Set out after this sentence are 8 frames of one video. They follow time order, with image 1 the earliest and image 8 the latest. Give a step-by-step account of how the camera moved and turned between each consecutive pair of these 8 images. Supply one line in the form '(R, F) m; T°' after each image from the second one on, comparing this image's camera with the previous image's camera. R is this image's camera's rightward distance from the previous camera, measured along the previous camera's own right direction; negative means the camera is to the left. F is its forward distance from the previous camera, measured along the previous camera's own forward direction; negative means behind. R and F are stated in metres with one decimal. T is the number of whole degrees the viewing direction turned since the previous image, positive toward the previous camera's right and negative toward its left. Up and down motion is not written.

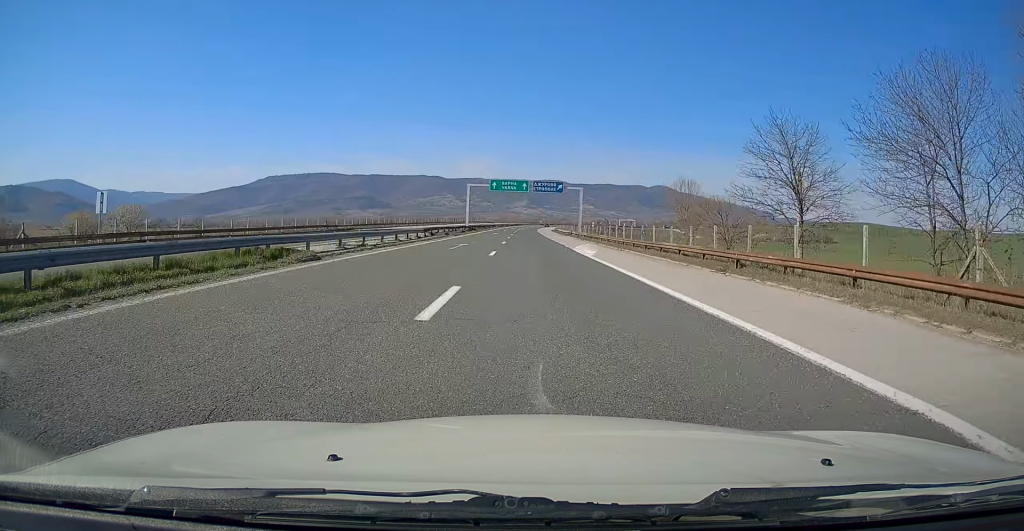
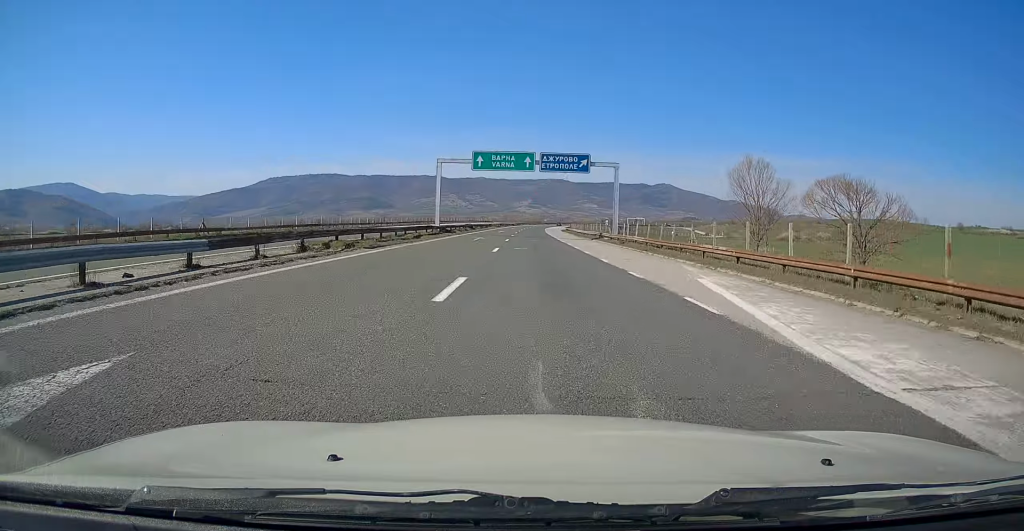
(-0.2, +30.7) m; 0°
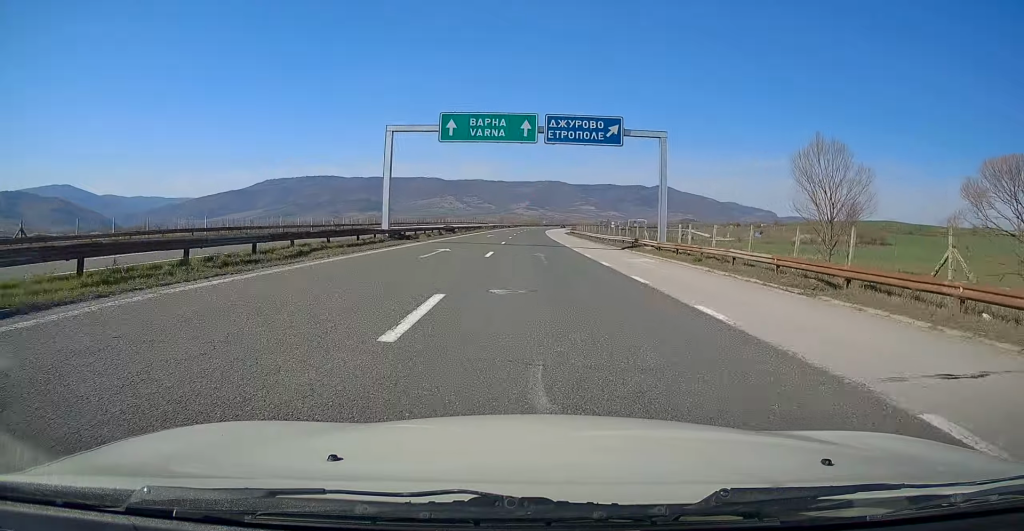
(0.0, +19.1) m; 0°
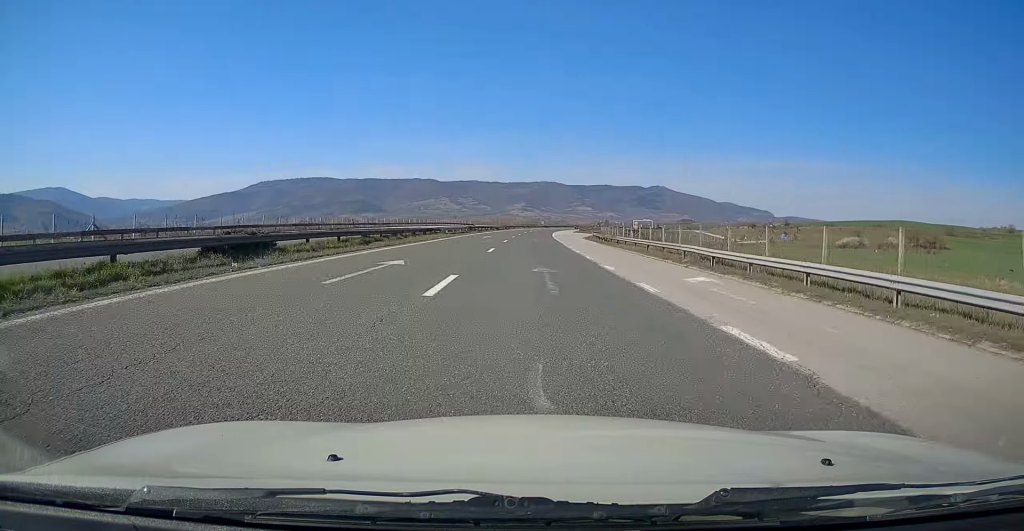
(+0.2, +44.5) m; 0°
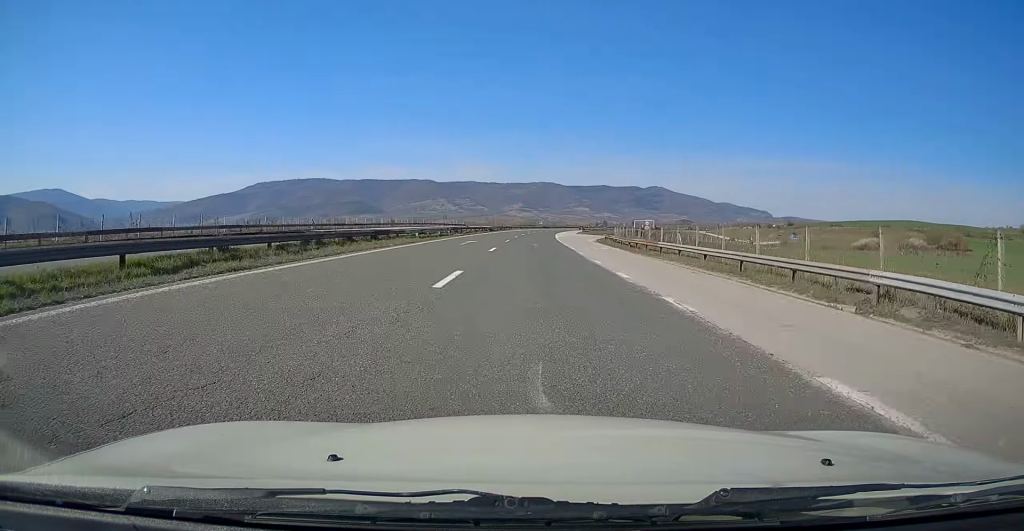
(0.0, +14.9) m; 0°
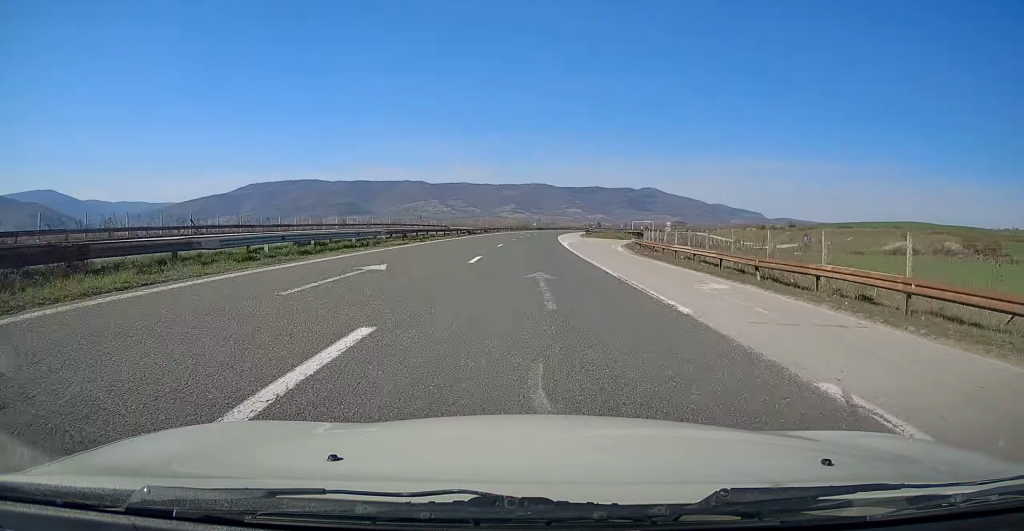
(0.0, +24.4) m; +1°
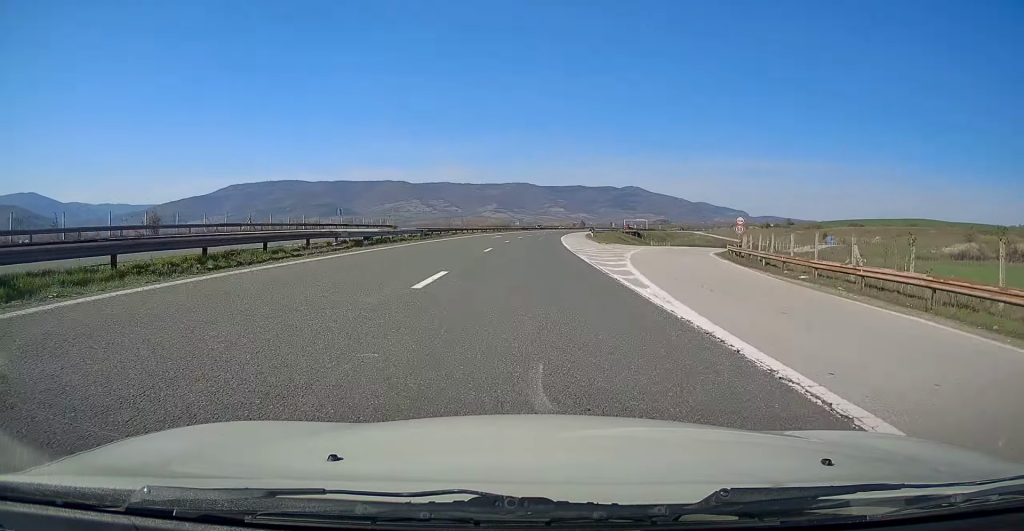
(+0.6, +40.4) m; +2°
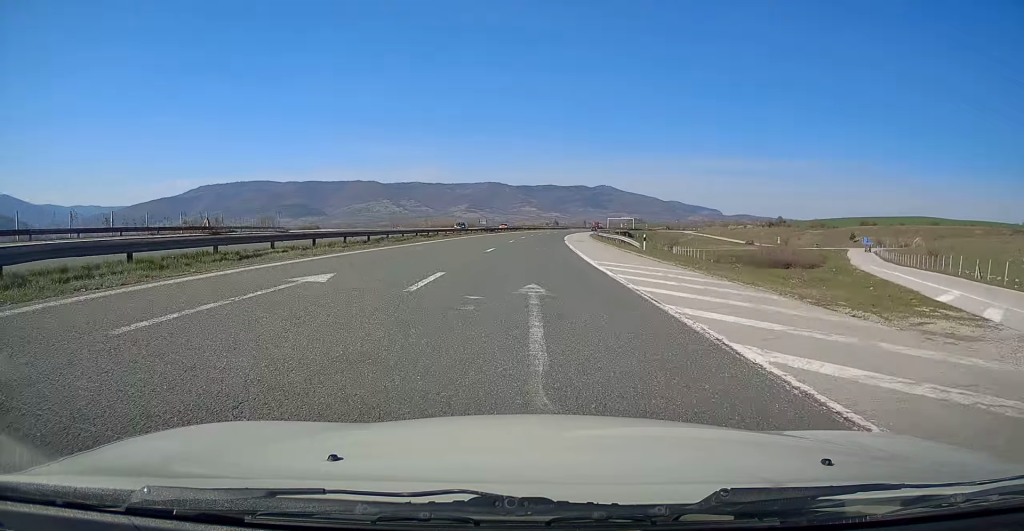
(+0.9, +48.7) m; +2°
